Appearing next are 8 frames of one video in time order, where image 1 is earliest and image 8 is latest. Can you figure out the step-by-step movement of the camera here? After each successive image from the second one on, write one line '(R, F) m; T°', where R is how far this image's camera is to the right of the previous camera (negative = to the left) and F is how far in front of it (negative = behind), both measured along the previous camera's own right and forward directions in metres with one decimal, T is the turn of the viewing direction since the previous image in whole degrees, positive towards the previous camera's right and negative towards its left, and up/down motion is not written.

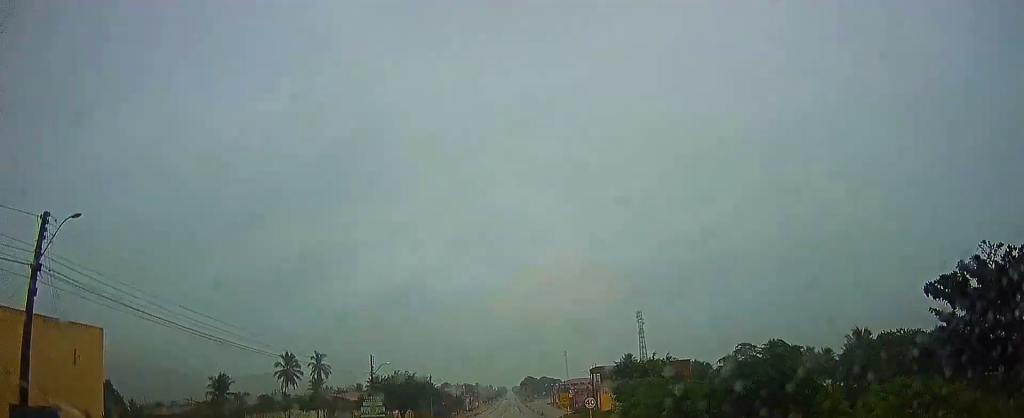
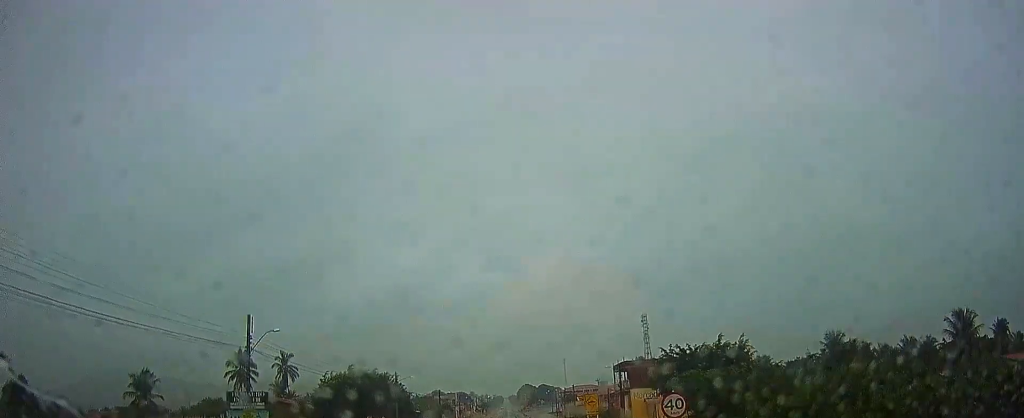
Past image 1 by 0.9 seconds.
(+0.5, +25.5) m; +1°
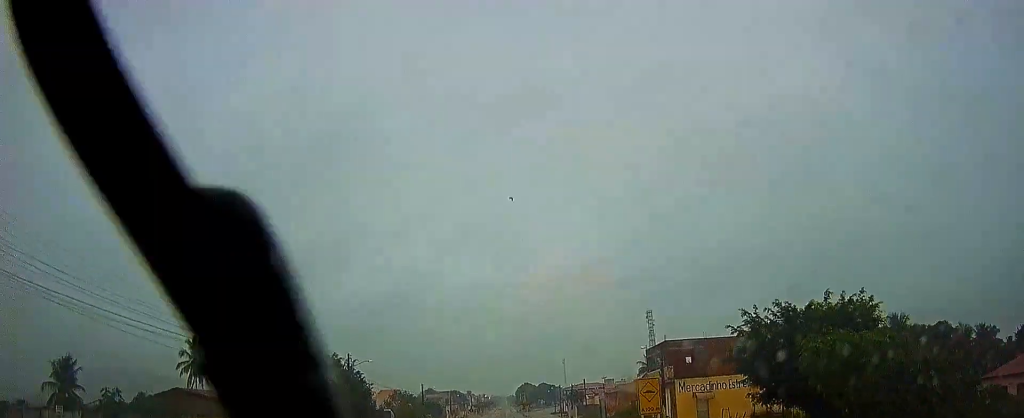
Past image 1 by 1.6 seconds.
(0.0, +18.9) m; 0°
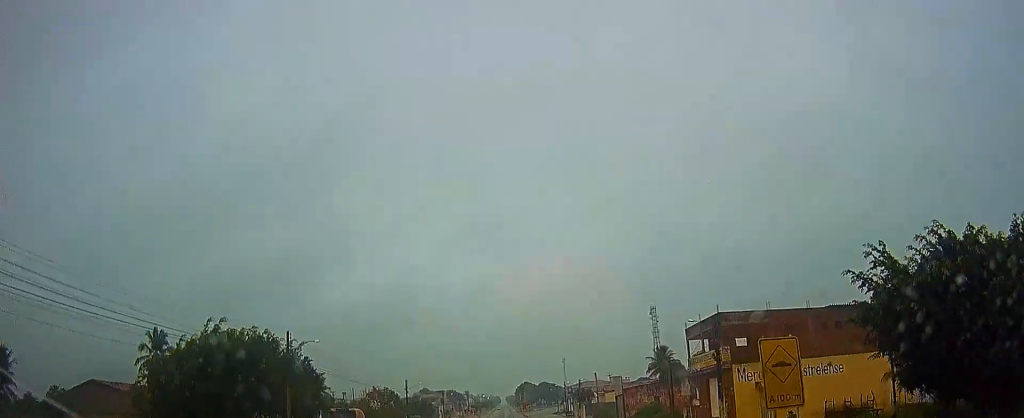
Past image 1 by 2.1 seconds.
(-0.1, +13.3) m; 0°
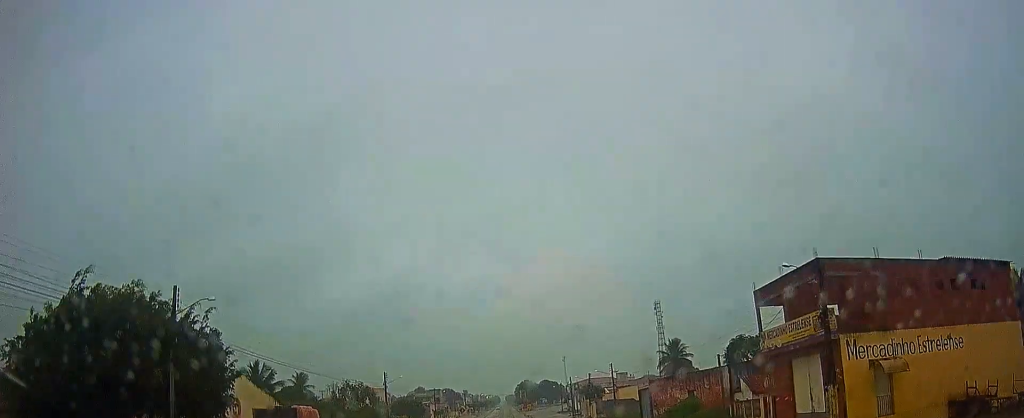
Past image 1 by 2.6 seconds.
(0.0, +12.6) m; 0°
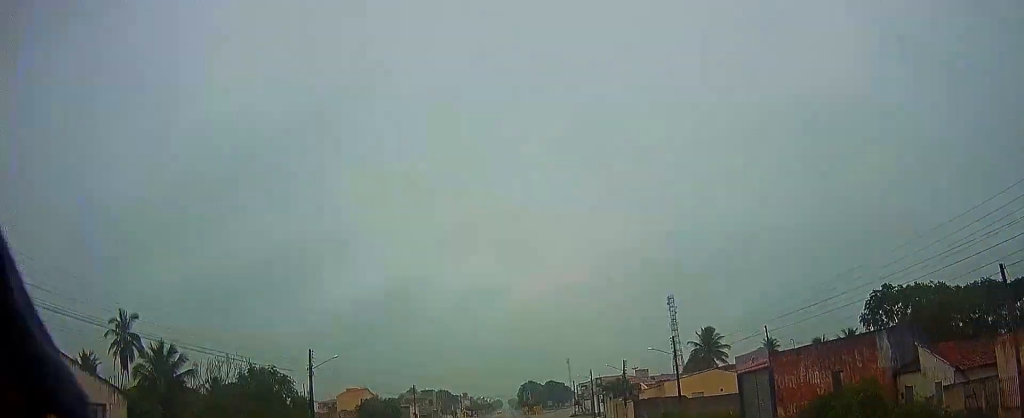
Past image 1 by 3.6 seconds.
(+0.1, +25.1) m; 0°
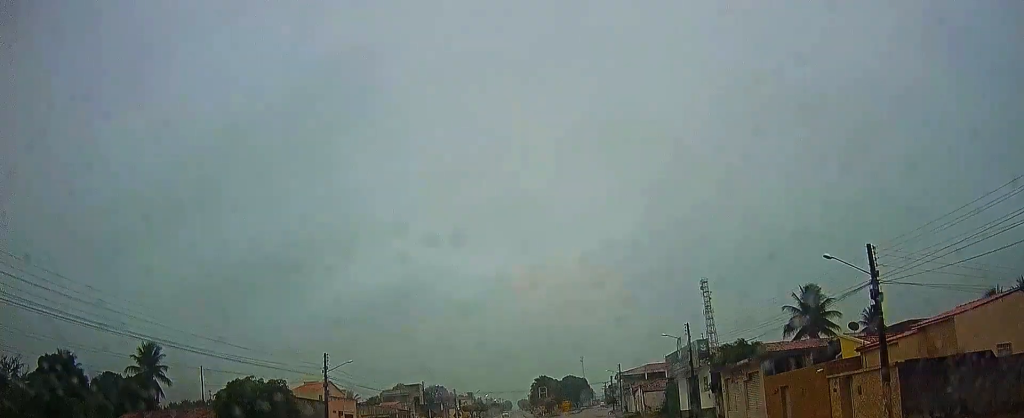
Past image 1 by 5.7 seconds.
(-0.4, +44.2) m; 0°
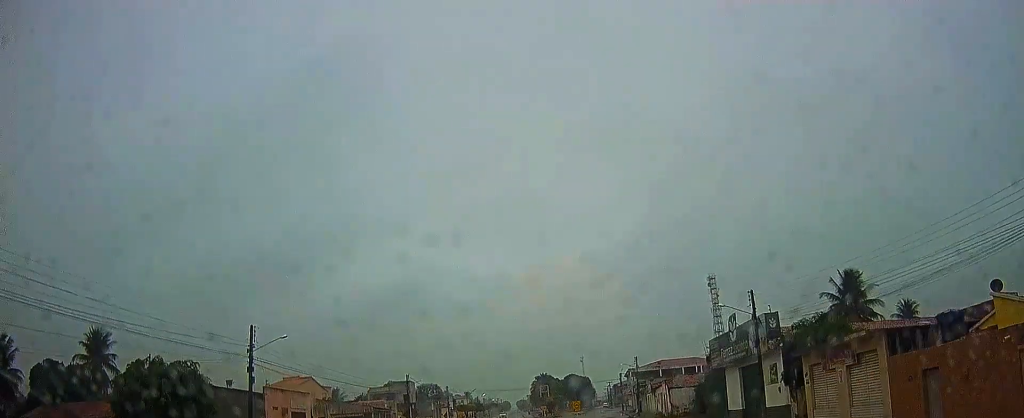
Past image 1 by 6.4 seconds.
(+0.1, +12.6) m; 0°
